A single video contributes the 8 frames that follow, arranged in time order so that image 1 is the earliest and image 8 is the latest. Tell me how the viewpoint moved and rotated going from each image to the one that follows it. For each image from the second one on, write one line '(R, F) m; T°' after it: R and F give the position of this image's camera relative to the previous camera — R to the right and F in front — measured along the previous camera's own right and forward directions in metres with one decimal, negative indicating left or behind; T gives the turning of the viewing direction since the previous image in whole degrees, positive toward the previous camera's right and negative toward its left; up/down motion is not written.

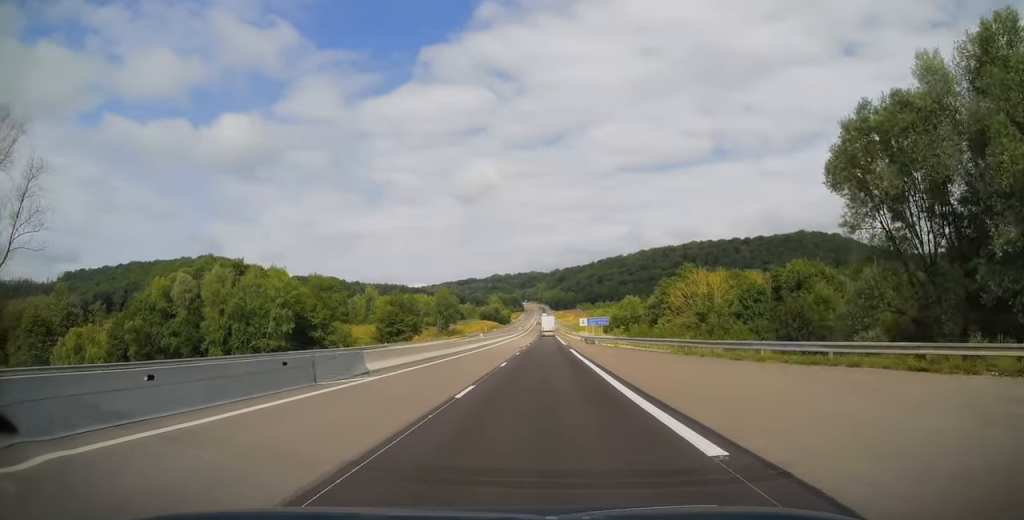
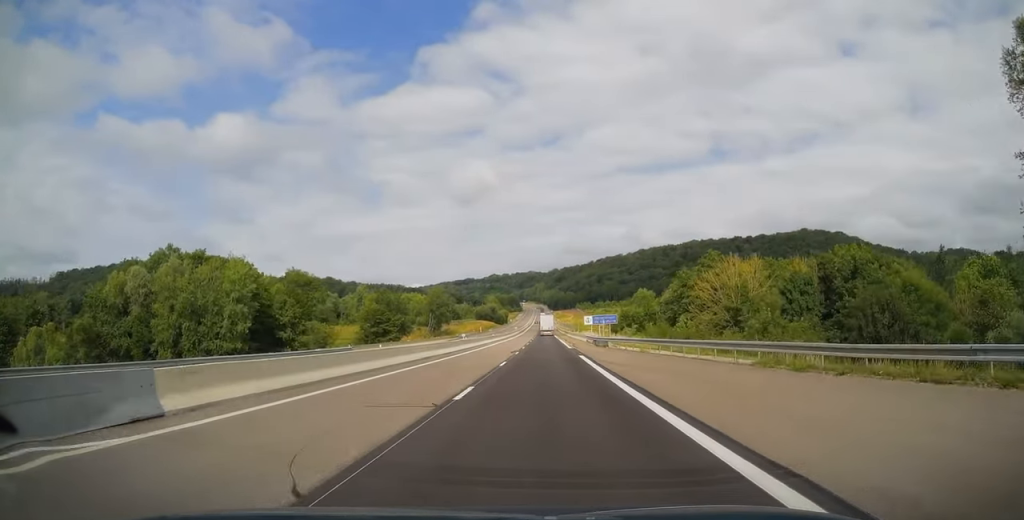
(0.0, +12.7) m; 0°
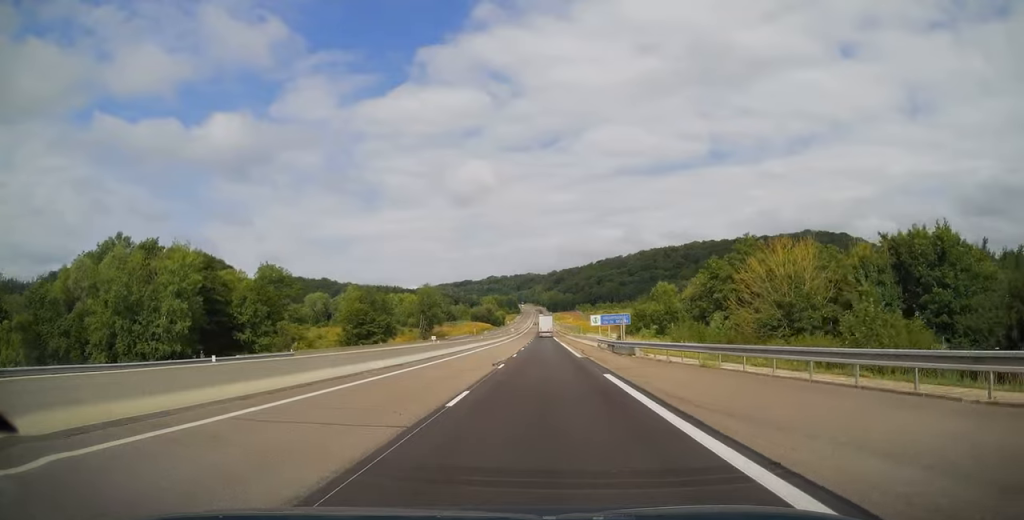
(0.0, +13.1) m; 0°
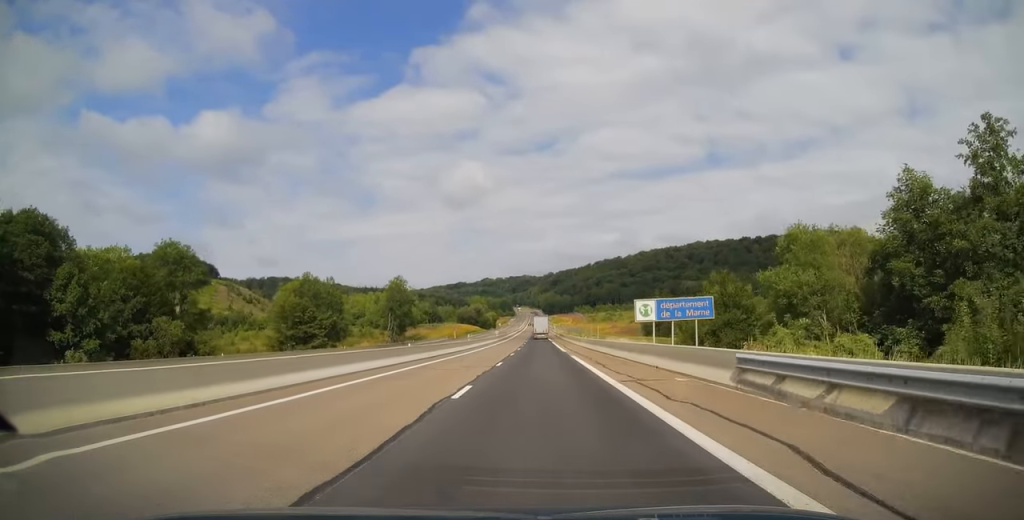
(+0.1, +34.4) m; 0°
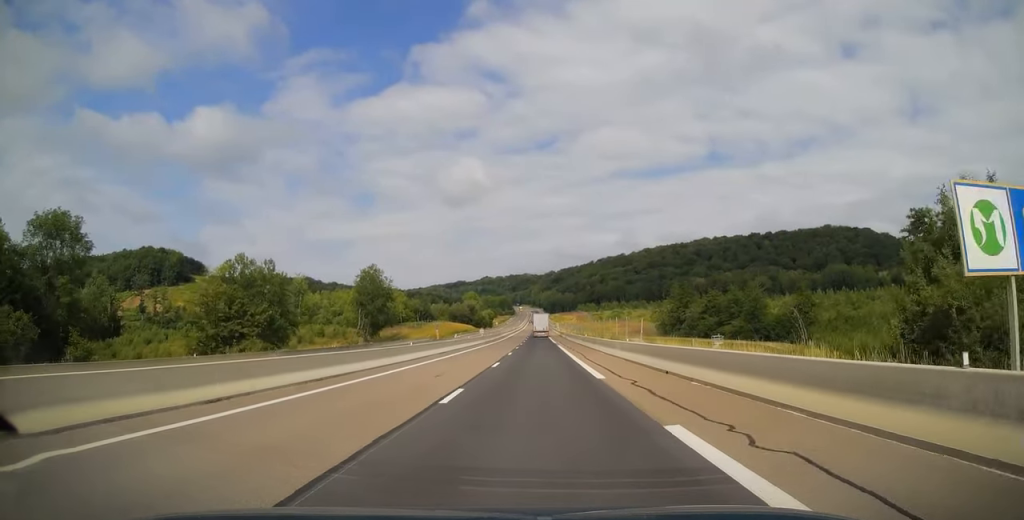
(0.0, +26.1) m; -1°
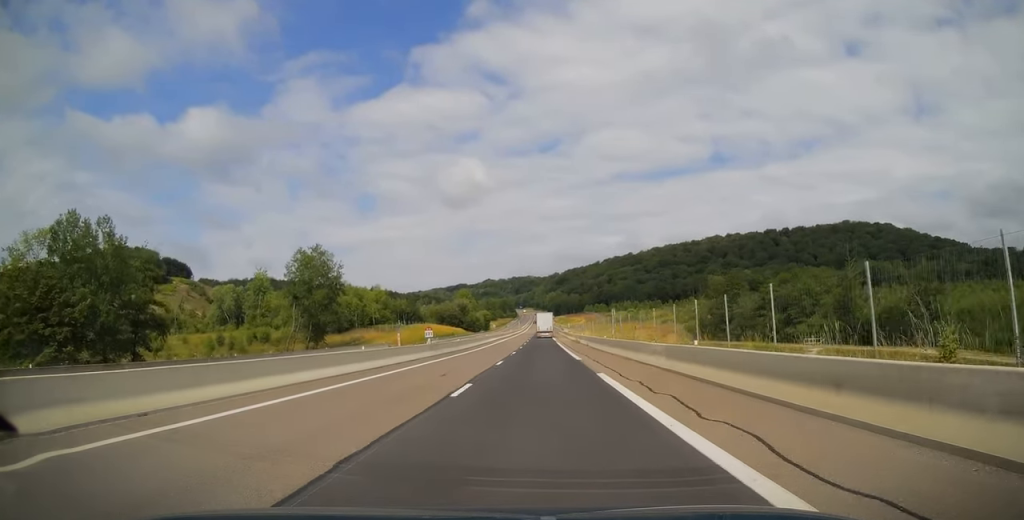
(-0.3, +36.6) m; 0°
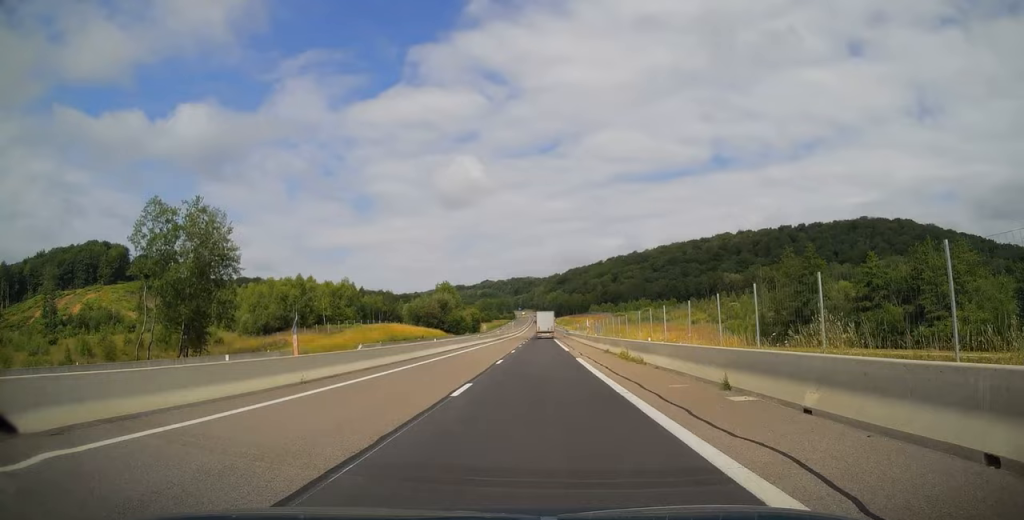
(+0.1, +37.7) m; 0°
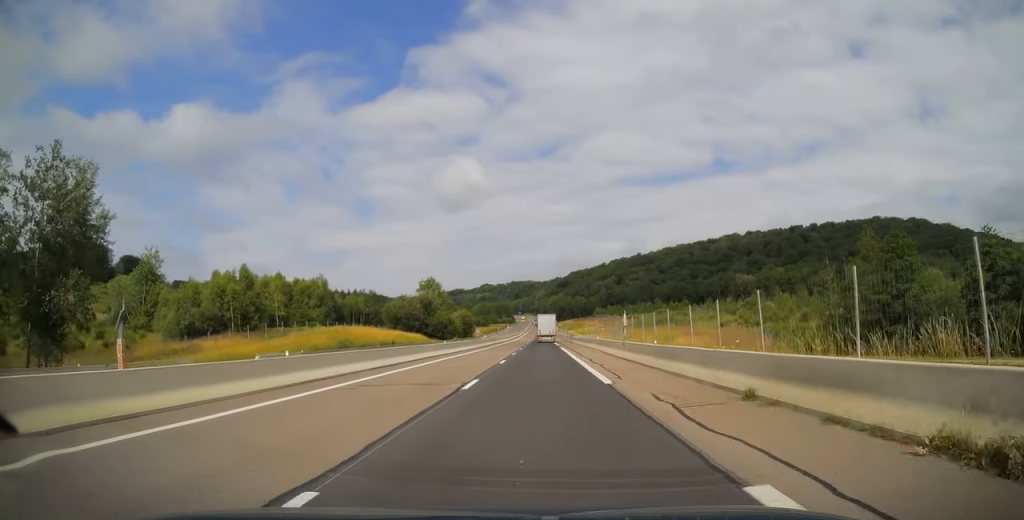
(+0.1, +23.5) m; 0°
